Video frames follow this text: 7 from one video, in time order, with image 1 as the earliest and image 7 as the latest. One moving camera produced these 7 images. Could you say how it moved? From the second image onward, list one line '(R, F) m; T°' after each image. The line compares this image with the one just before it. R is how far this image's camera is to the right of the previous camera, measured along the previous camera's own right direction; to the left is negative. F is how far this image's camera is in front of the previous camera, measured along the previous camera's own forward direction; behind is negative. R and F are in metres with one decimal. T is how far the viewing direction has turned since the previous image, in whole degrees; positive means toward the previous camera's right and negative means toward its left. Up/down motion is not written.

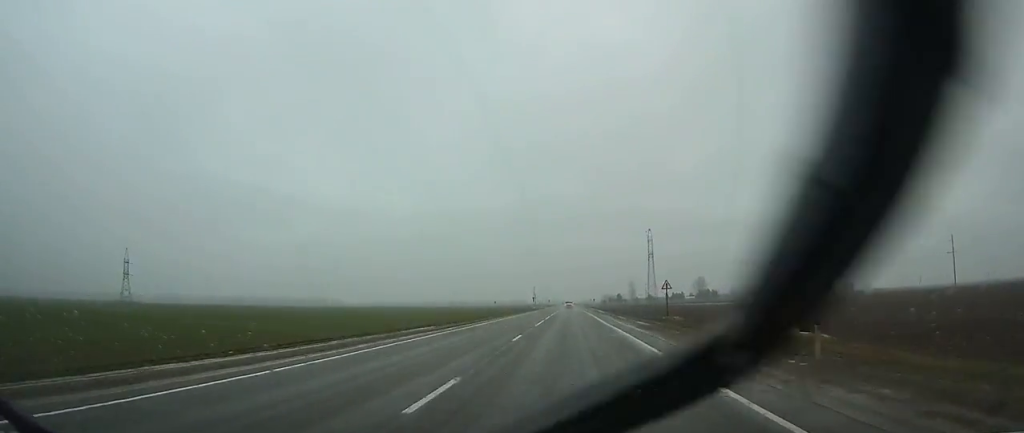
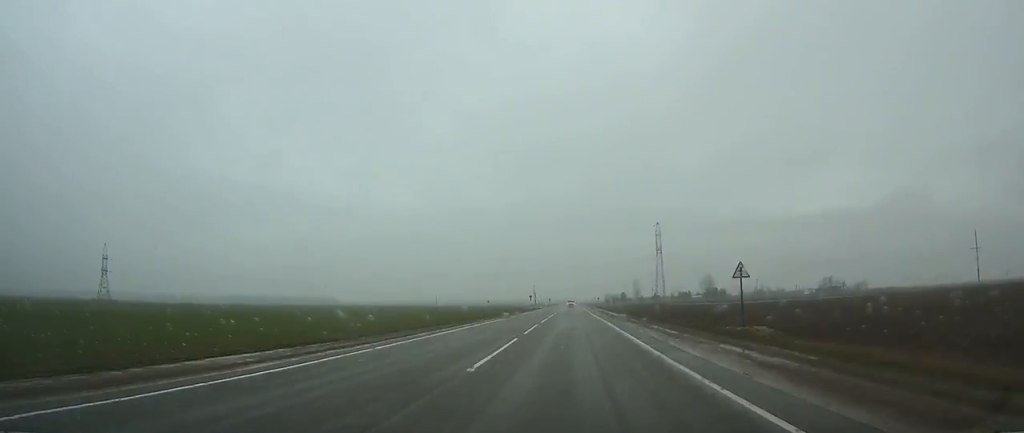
(0.0, +20.2) m; 0°
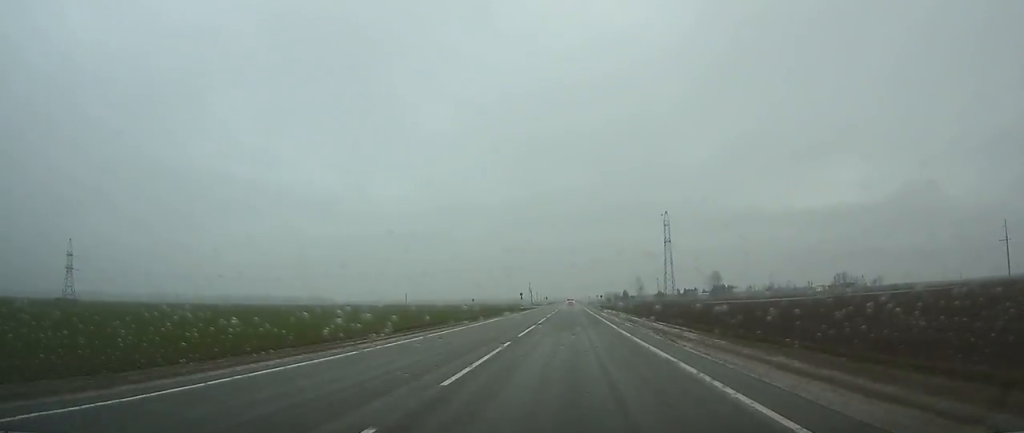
(0.0, +26.4) m; 0°
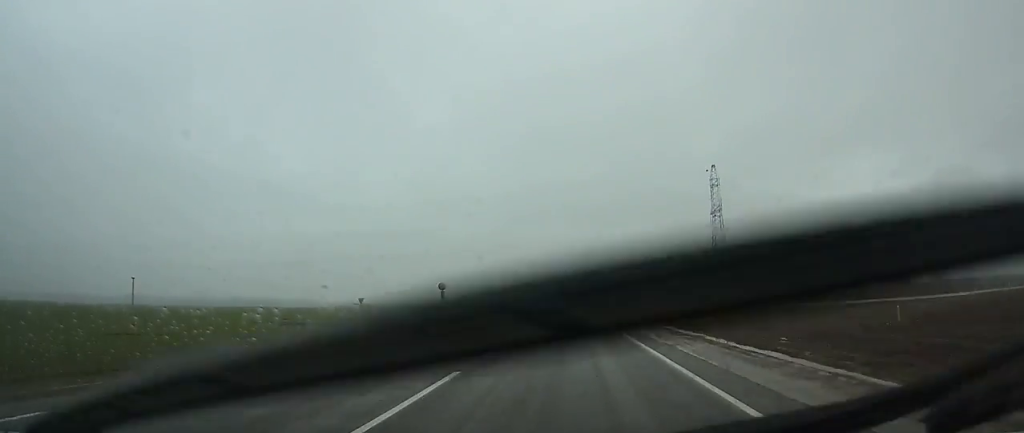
(+0.1, +80.6) m; 0°
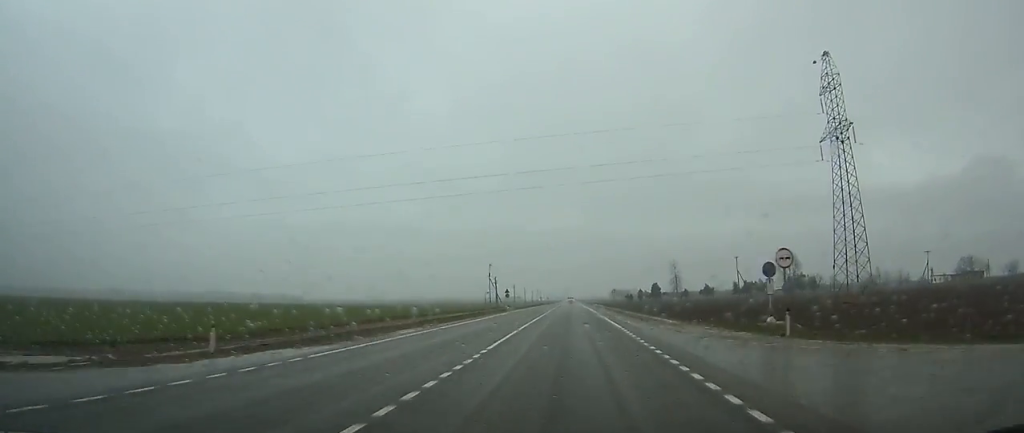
(-0.1, +71.0) m; 0°
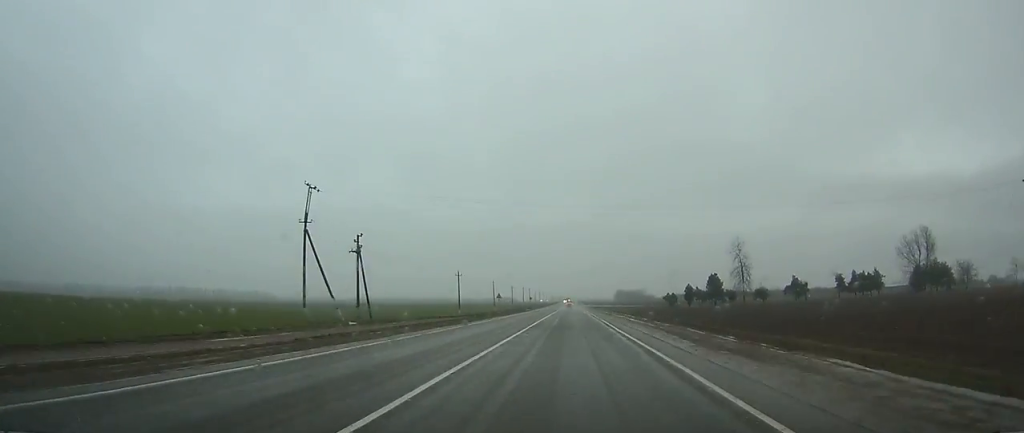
(+0.3, +112.1) m; 0°
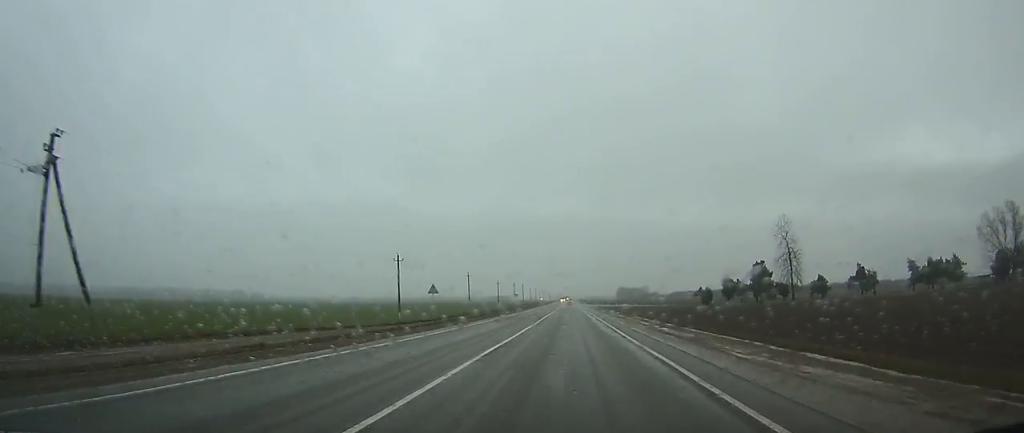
(0.0, +40.3) m; 0°
